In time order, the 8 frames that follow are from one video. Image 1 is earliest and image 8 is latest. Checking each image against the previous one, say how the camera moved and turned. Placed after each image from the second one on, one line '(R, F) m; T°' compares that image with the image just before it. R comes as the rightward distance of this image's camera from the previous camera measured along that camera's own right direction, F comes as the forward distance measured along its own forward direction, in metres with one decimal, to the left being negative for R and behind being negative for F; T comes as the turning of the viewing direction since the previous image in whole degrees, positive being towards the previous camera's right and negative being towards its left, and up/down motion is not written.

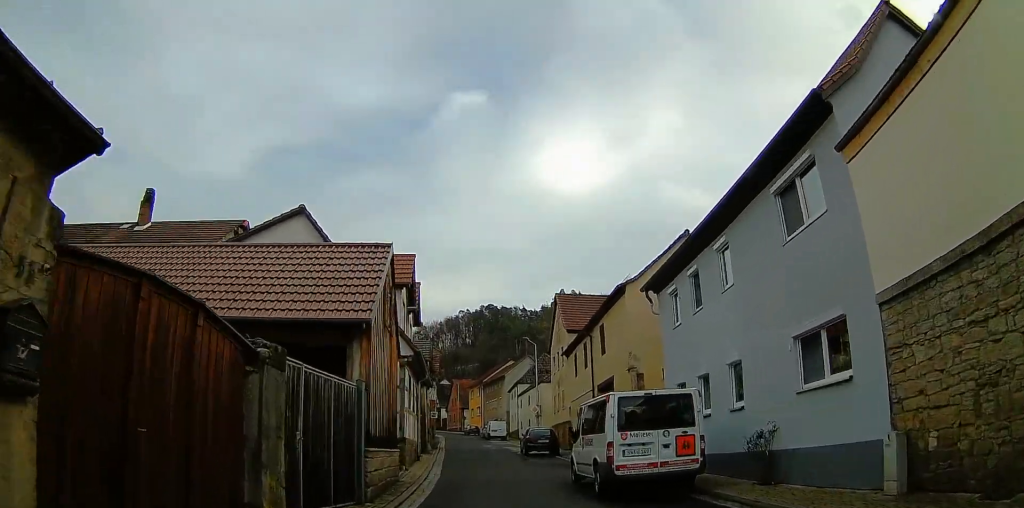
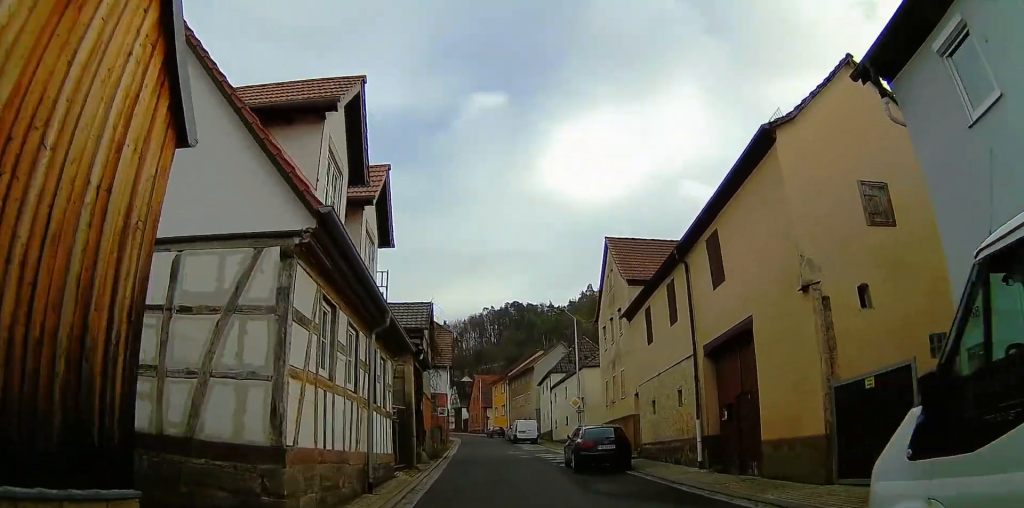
(0.0, +11.3) m; 0°
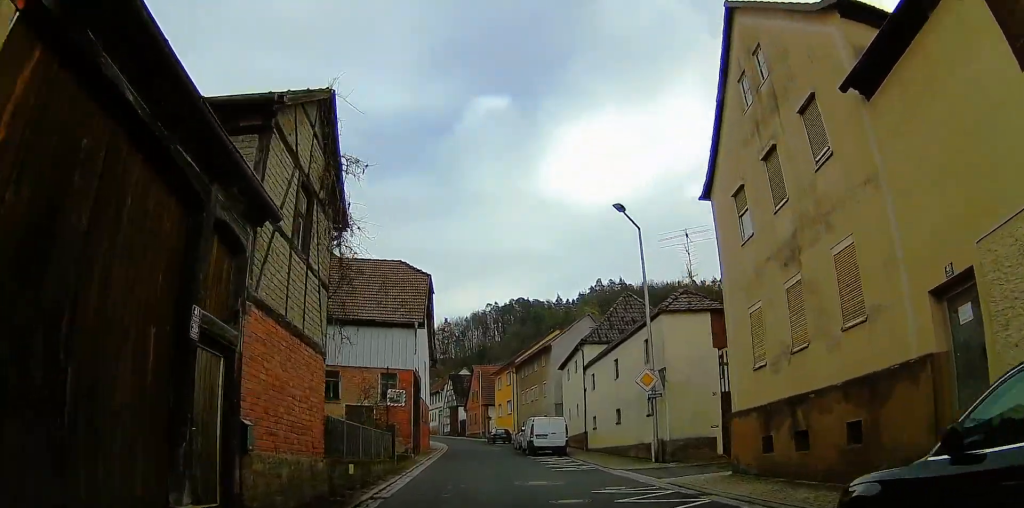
(-0.2, +17.2) m; -1°
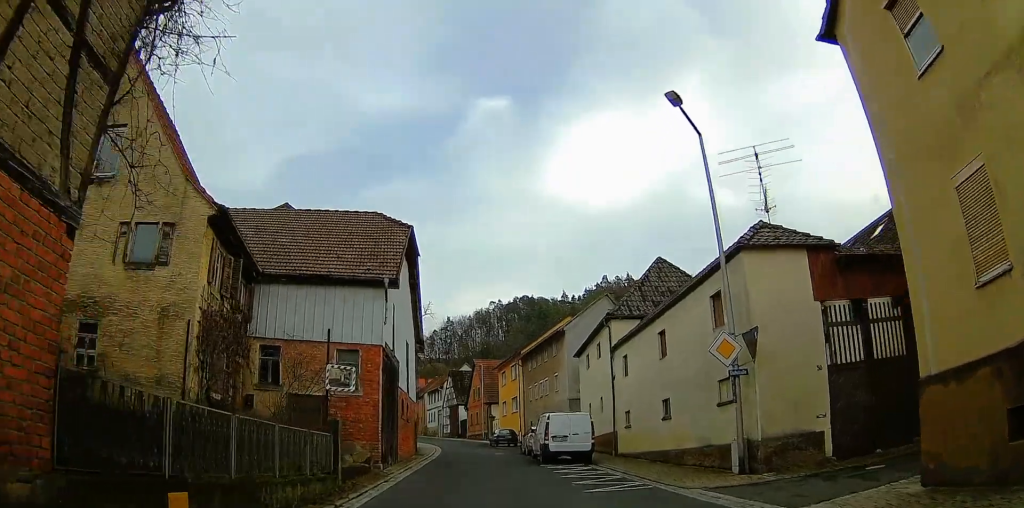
(0.0, +7.0) m; 0°
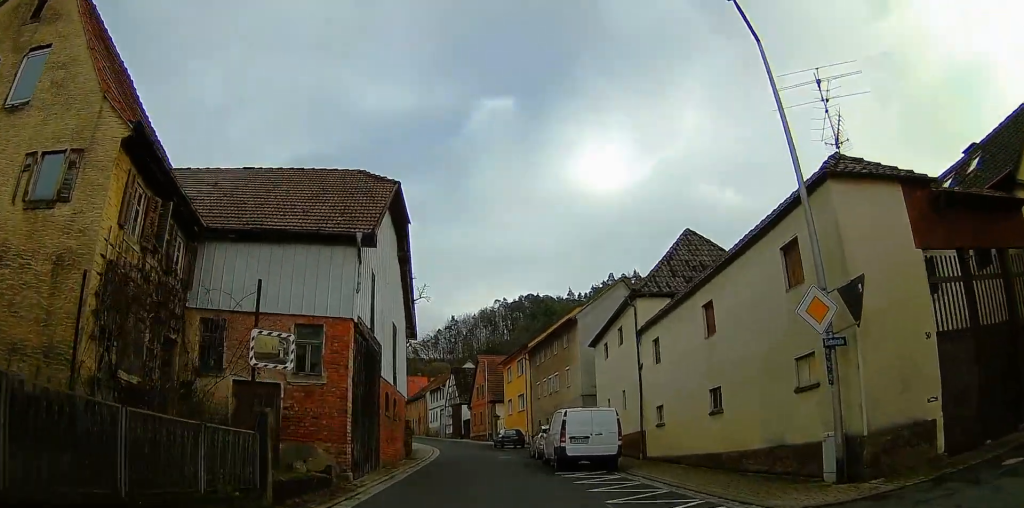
(0.0, +4.0) m; 0°
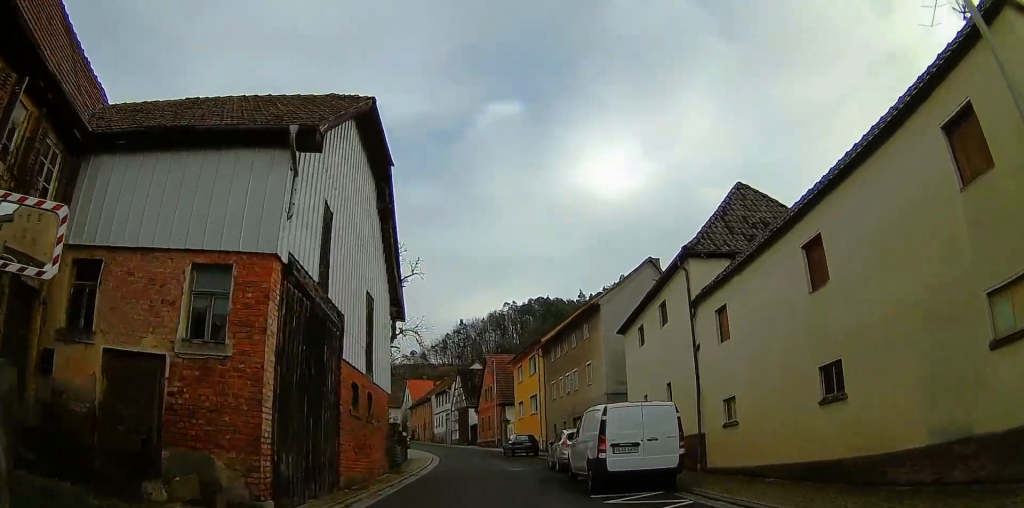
(0.0, +5.2) m; 0°
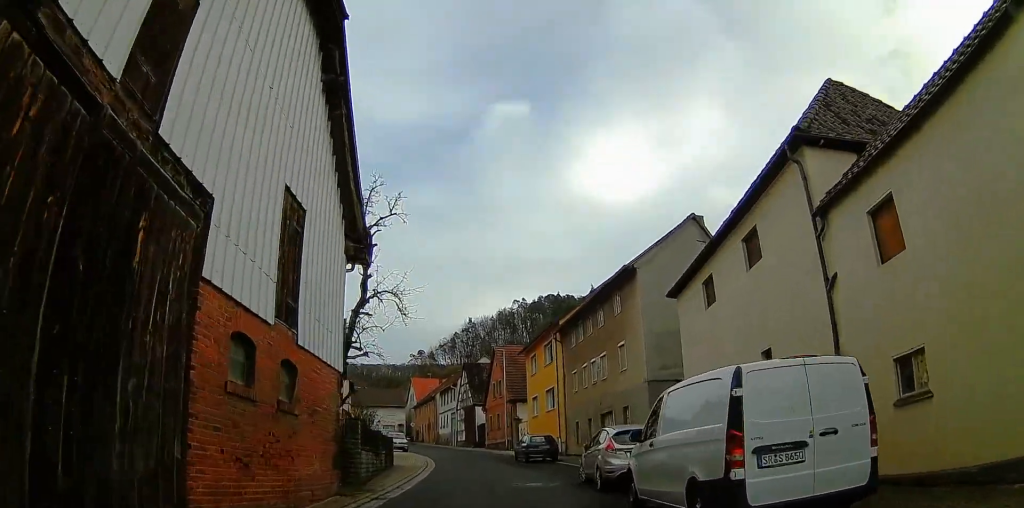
(0.0, +6.5) m; 0°
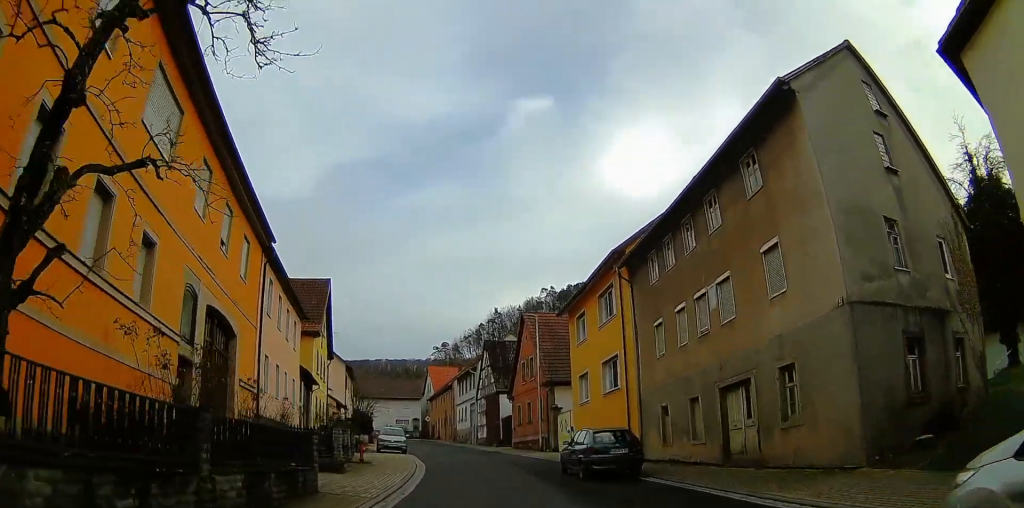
(0.0, +12.7) m; 0°
